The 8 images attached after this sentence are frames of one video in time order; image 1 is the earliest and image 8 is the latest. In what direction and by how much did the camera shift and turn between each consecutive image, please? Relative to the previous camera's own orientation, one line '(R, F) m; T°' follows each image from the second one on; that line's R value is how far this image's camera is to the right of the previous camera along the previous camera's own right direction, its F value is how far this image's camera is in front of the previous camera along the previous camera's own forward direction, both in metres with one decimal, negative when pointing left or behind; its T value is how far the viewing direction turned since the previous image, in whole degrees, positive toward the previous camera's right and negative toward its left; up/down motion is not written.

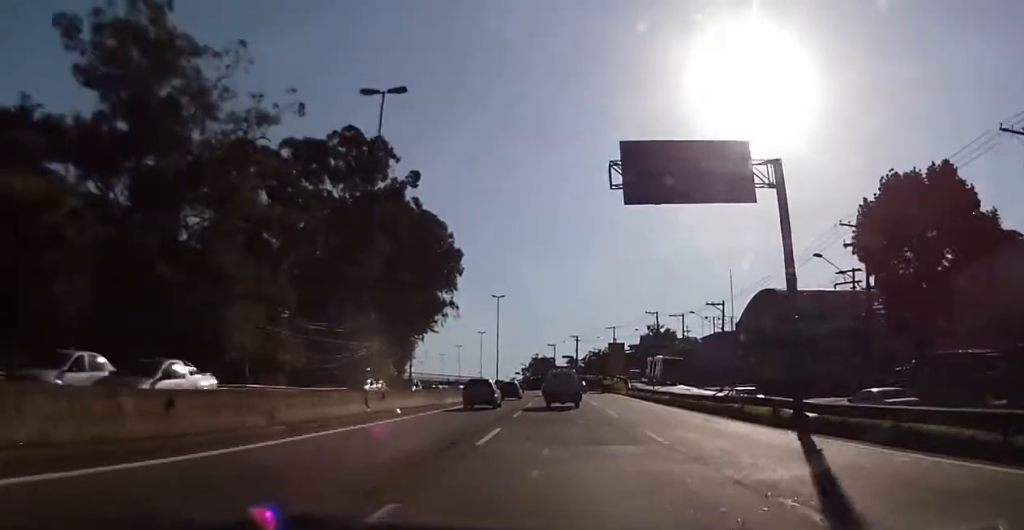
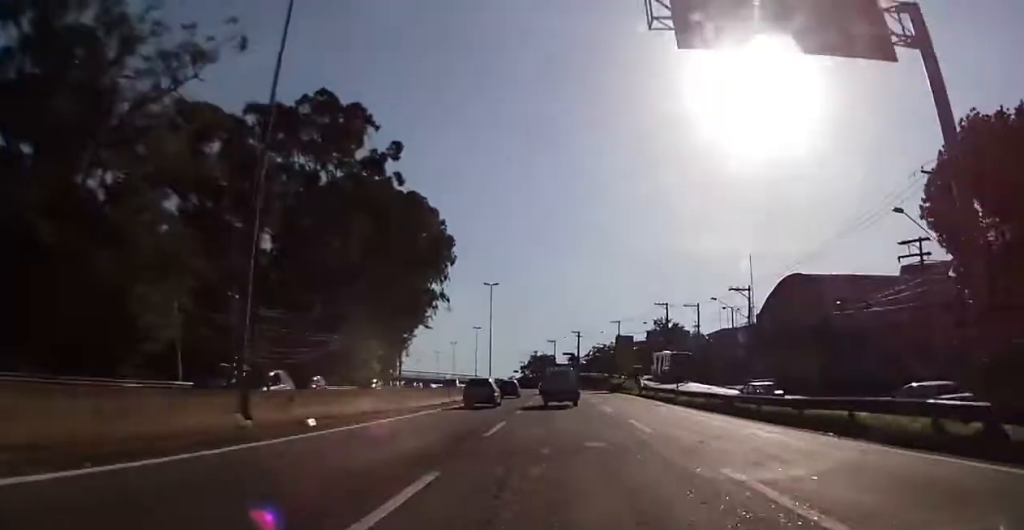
(0.0, +9.9) m; 0°
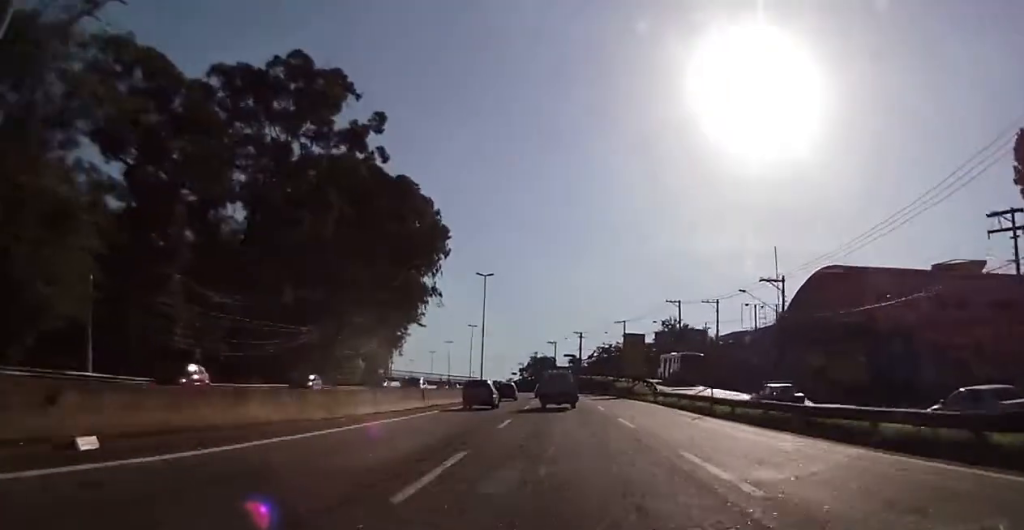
(0.0, +9.2) m; 0°
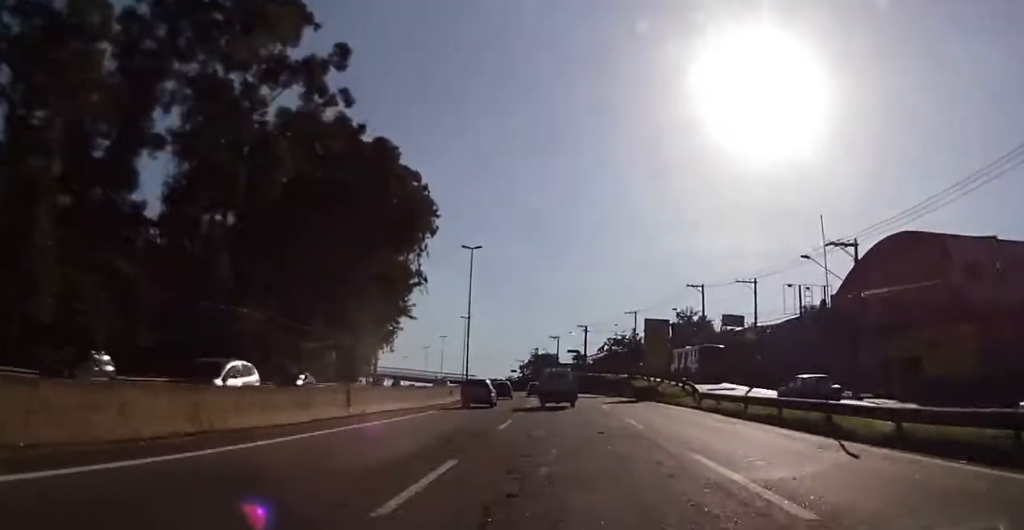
(0.0, +13.4) m; 0°
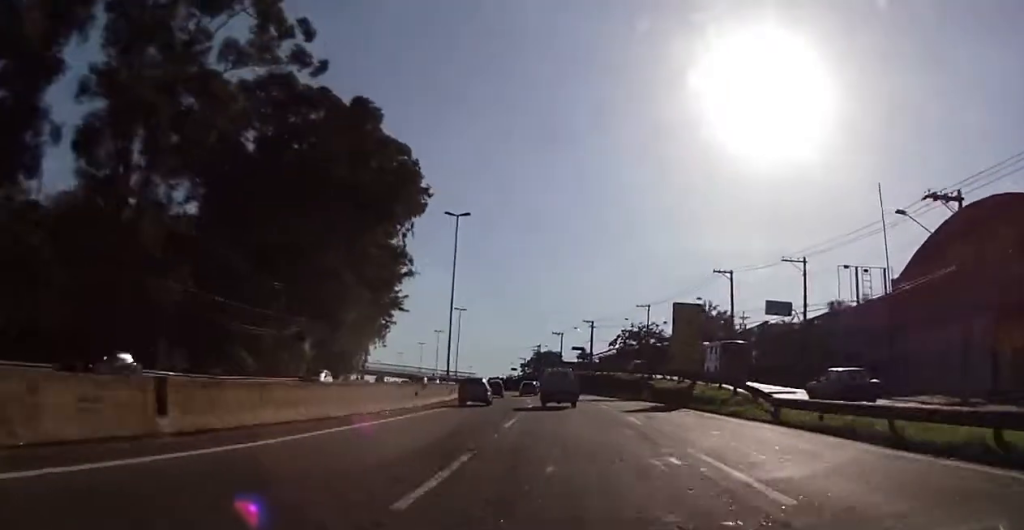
(0.0, +11.5) m; 0°
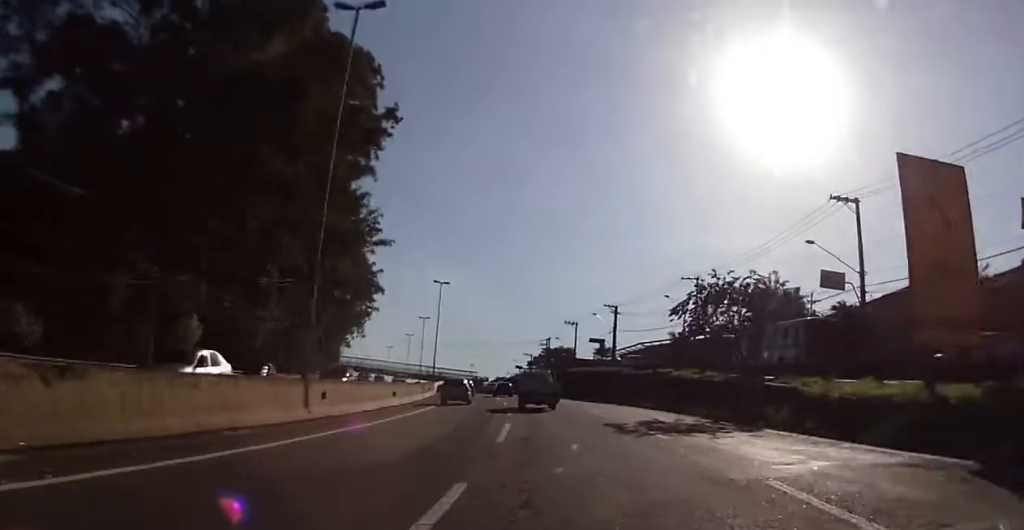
(-0.6, +27.6) m; -1°
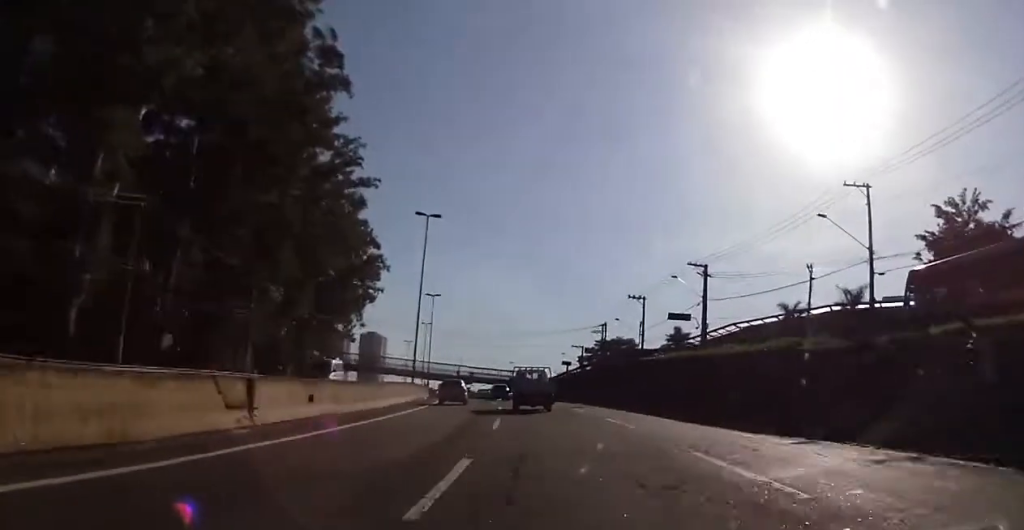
(+0.1, +32.7) m; -2°
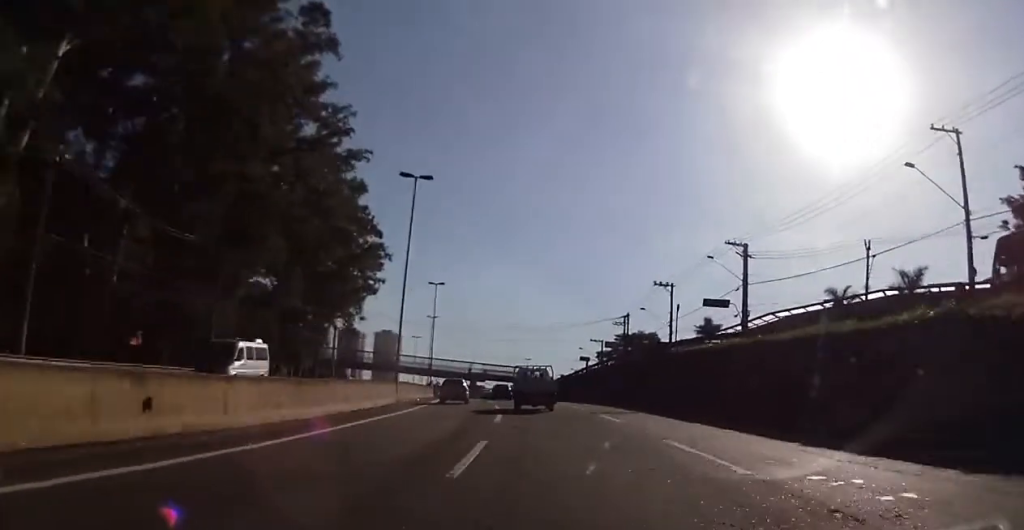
(-0.1, +9.1) m; -2°
